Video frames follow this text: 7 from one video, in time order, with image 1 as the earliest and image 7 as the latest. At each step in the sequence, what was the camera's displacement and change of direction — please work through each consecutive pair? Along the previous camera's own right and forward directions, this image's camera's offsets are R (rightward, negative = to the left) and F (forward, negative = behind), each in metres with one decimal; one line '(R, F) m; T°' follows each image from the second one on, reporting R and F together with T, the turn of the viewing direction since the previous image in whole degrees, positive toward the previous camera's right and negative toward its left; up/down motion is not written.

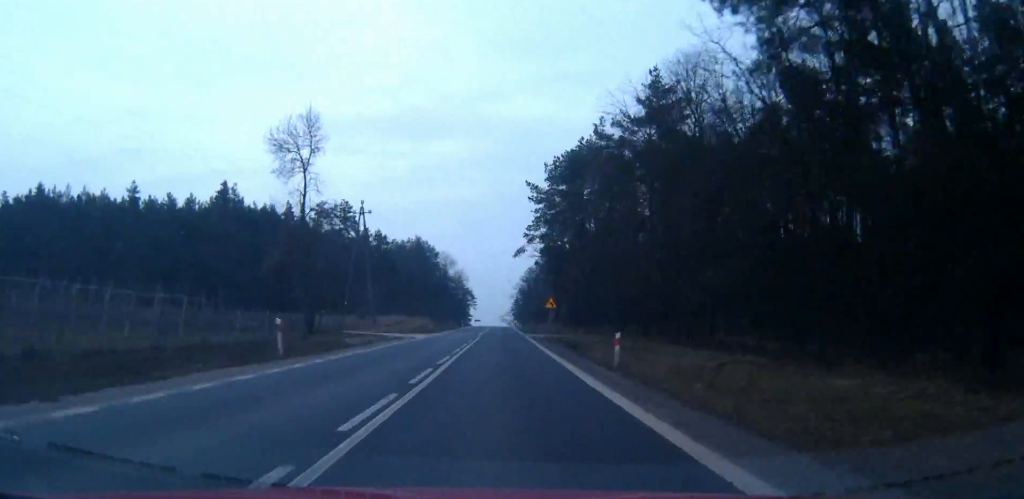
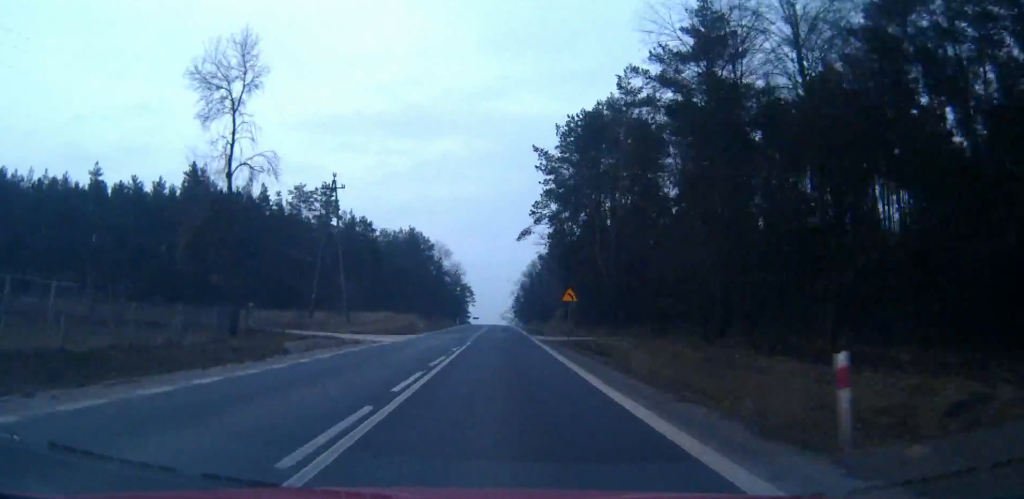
(0.0, +13.9) m; 0°
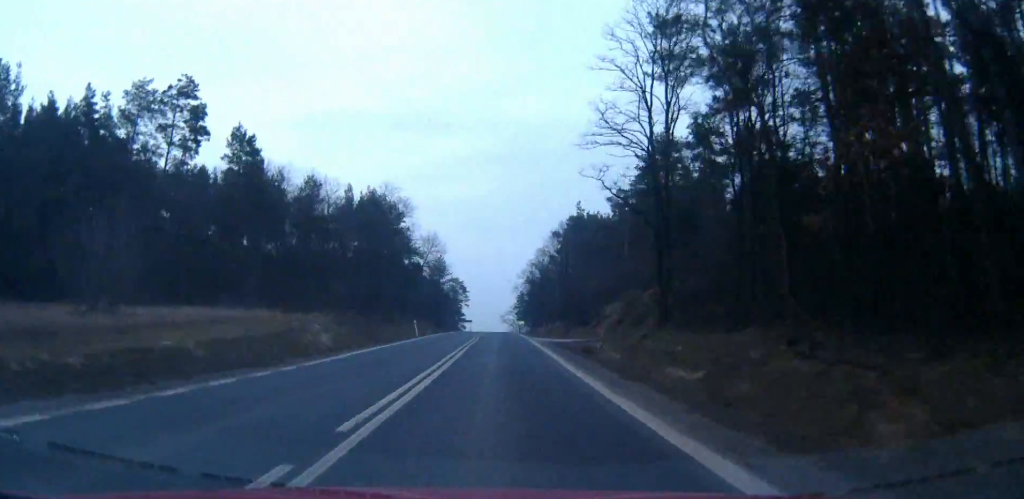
(0.0, +52.2) m; 0°
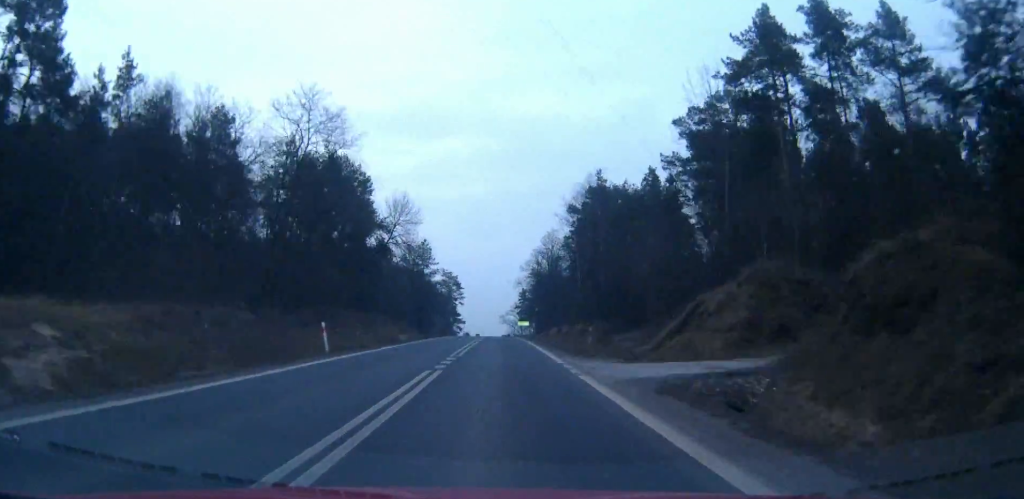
(0.0, +28.3) m; 0°
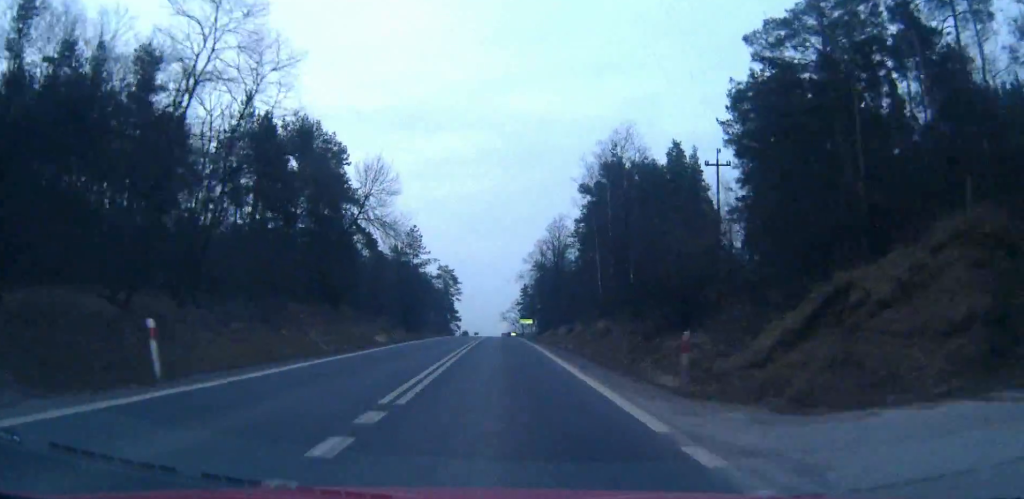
(0.0, +13.7) m; 0°
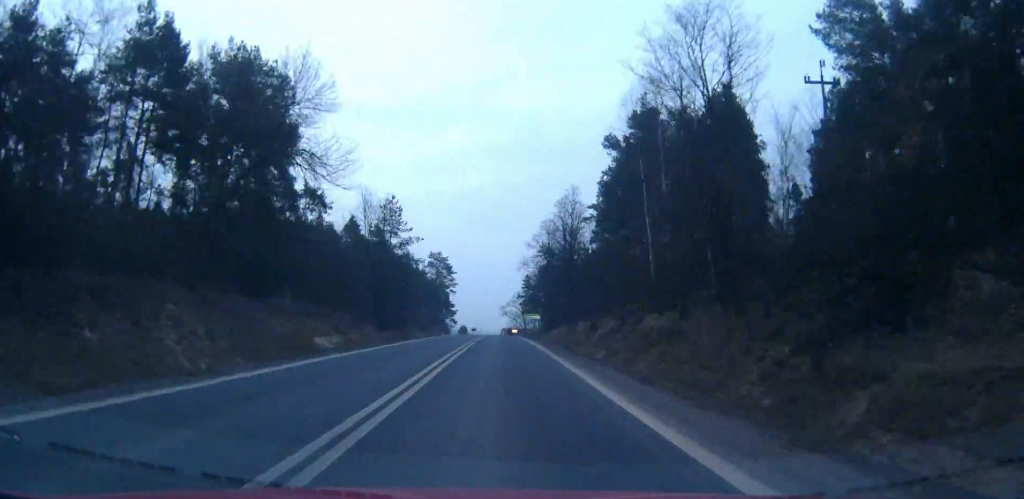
(0.0, +20.1) m; 0°
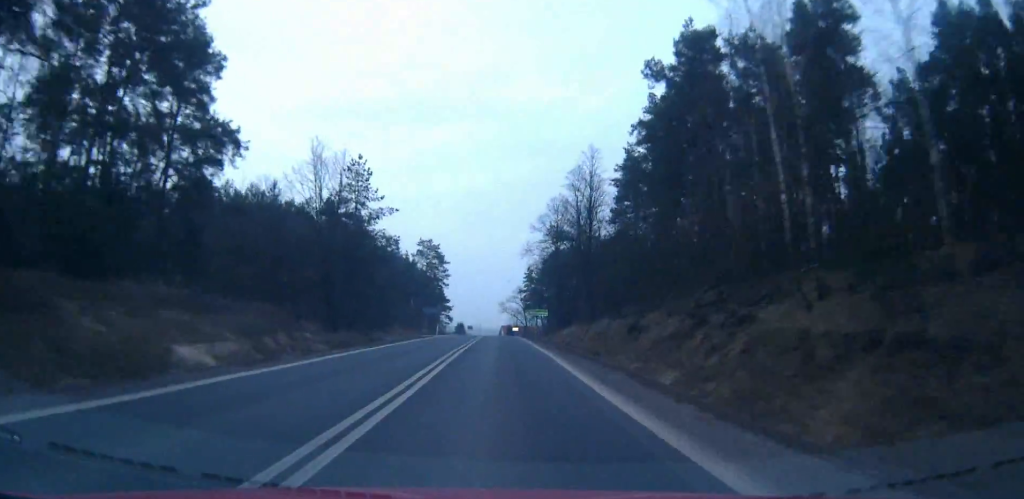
(0.0, +19.0) m; 0°
